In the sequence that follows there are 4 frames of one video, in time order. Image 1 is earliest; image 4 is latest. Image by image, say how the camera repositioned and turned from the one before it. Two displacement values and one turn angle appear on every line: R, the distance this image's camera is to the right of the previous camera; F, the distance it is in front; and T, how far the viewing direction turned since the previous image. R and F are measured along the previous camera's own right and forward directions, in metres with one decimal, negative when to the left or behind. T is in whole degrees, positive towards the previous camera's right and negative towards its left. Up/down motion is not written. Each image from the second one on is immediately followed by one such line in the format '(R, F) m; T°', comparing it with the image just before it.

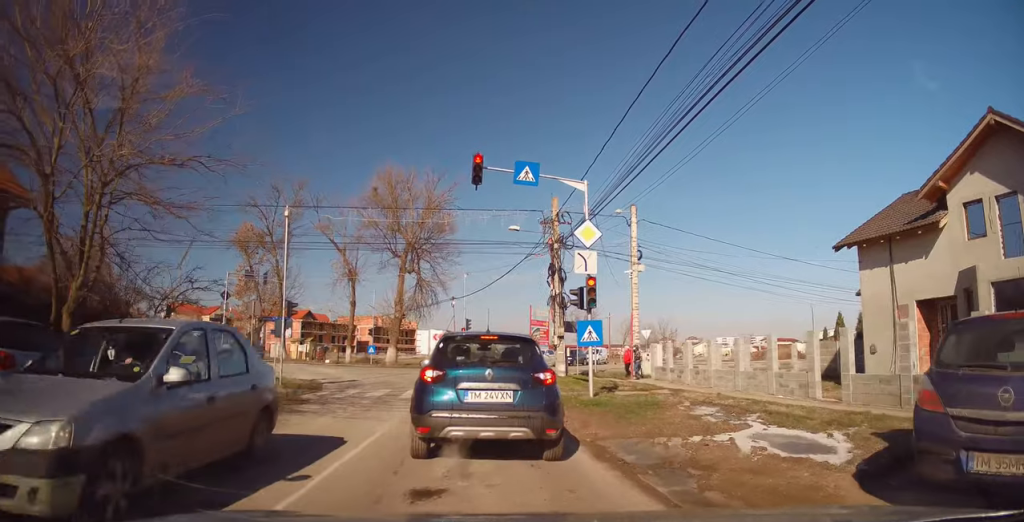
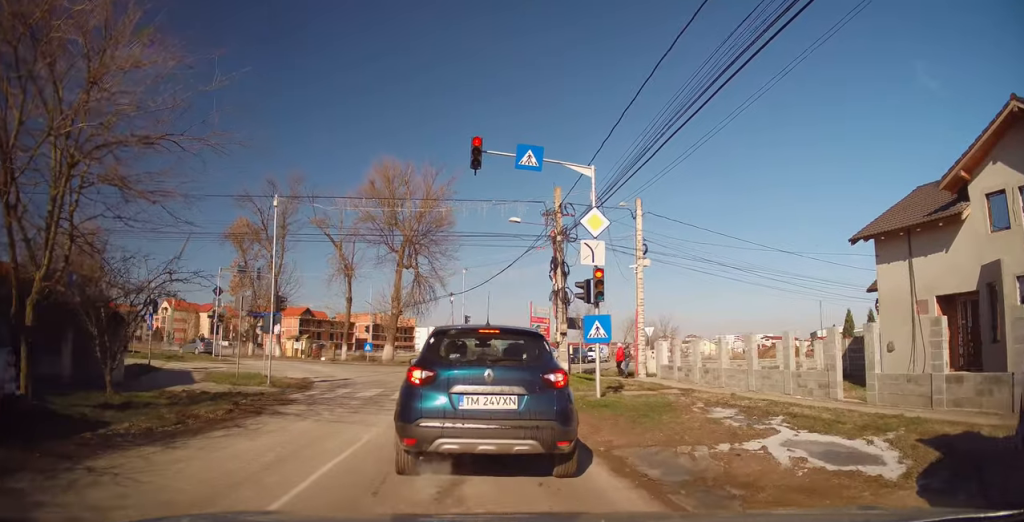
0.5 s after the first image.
(0.0, +1.3) m; +2°
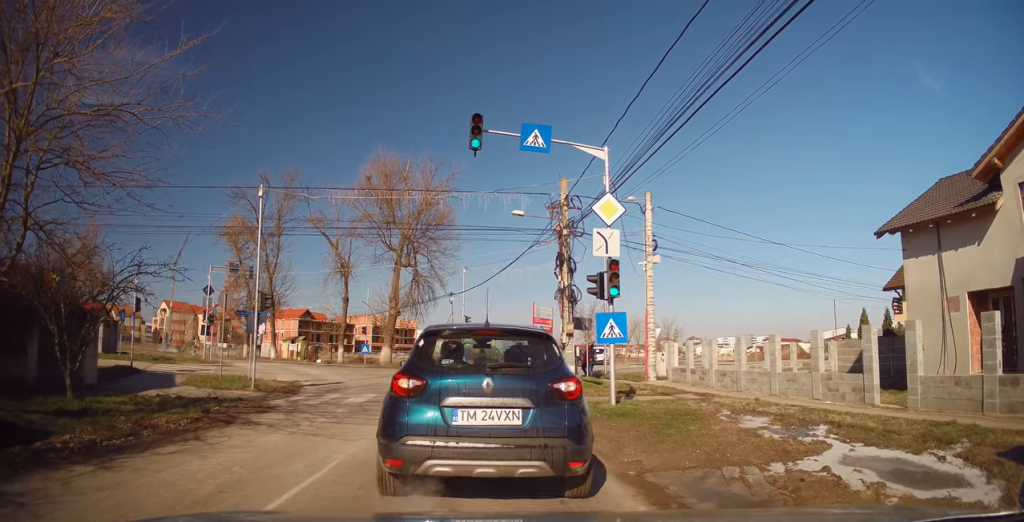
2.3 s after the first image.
(-0.1, +2.8) m; +2°
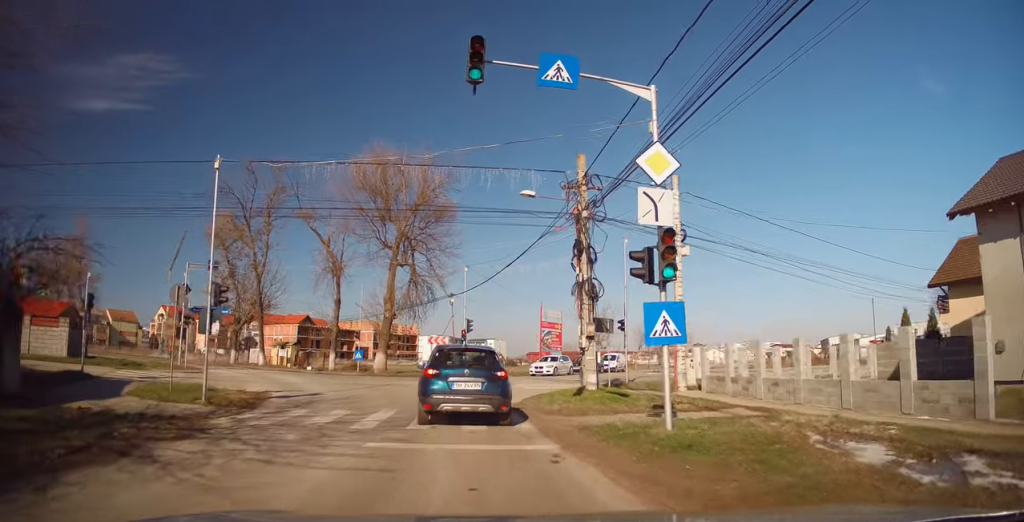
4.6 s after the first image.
(-0.6, +2.8) m; -4°
